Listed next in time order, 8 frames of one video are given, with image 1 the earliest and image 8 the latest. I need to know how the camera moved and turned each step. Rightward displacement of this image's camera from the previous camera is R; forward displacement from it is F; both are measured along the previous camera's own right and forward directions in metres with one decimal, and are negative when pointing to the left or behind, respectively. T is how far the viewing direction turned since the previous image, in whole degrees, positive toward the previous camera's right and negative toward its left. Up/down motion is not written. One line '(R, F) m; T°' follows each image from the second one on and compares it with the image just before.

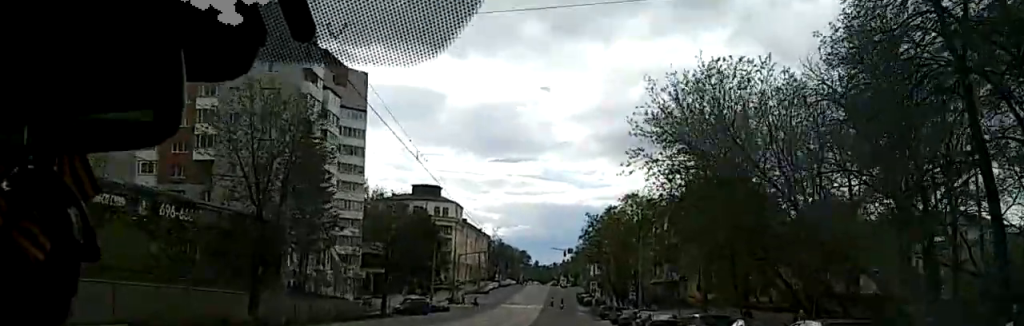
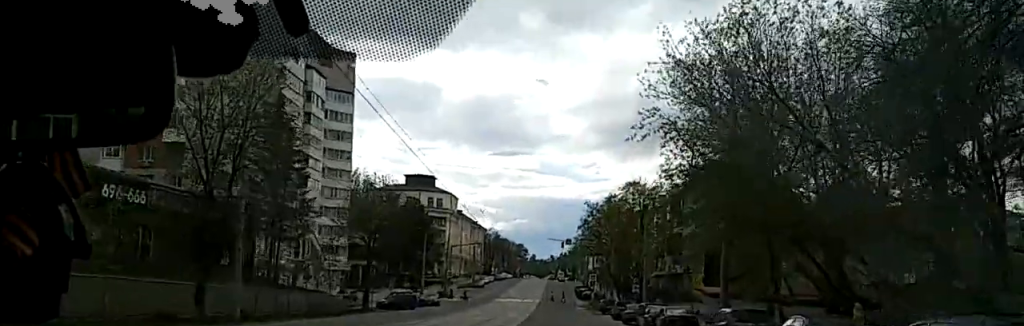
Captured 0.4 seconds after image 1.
(0.0, +6.5) m; 0°
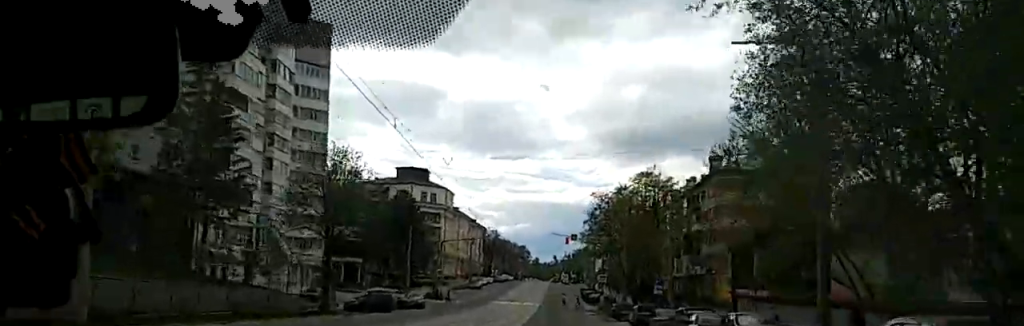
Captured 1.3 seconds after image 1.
(0.0, +14.3) m; -1°
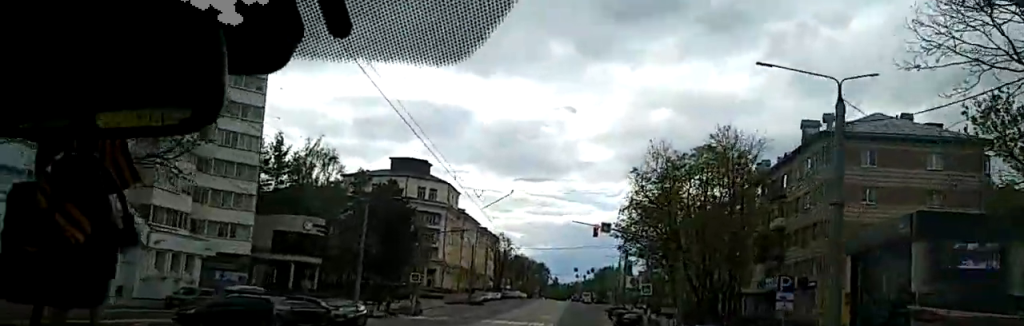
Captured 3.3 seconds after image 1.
(-0.5, +32.6) m; 0°
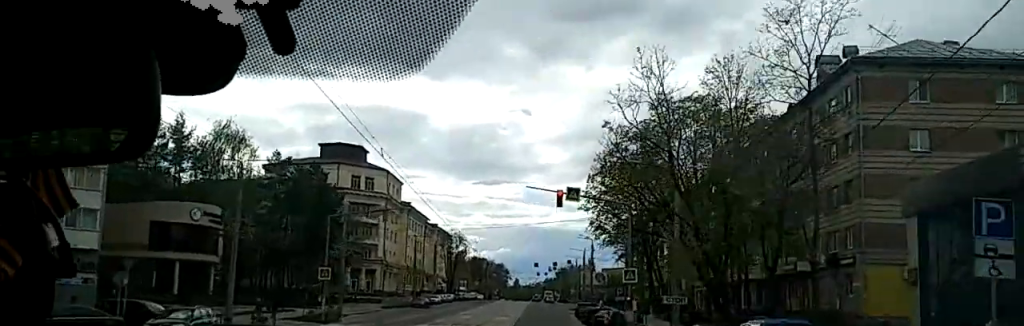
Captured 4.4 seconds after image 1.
(+0.2, +18.1) m; 0°
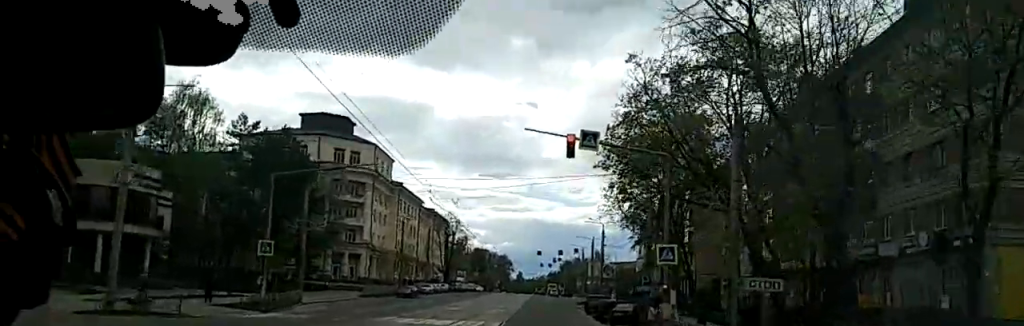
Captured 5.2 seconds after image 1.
(0.0, +13.5) m; 0°
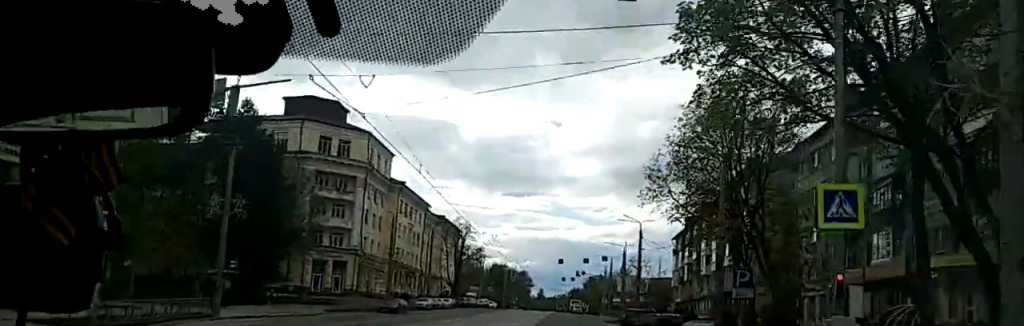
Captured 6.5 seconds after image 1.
(+0.2, +19.7) m; +1°
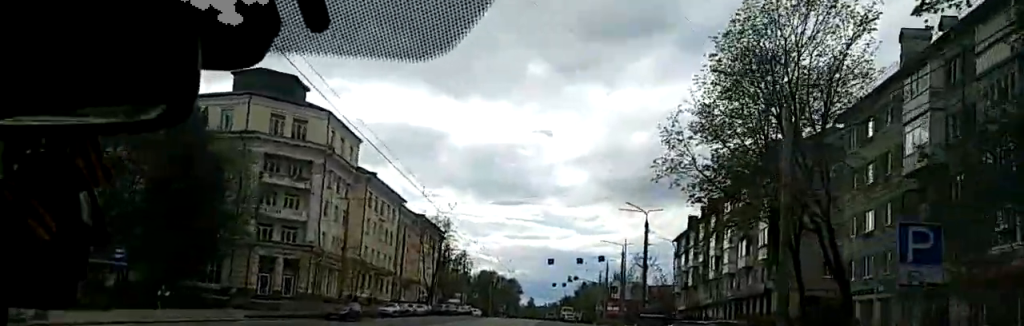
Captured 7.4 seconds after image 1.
(+0.2, +13.8) m; +1°
